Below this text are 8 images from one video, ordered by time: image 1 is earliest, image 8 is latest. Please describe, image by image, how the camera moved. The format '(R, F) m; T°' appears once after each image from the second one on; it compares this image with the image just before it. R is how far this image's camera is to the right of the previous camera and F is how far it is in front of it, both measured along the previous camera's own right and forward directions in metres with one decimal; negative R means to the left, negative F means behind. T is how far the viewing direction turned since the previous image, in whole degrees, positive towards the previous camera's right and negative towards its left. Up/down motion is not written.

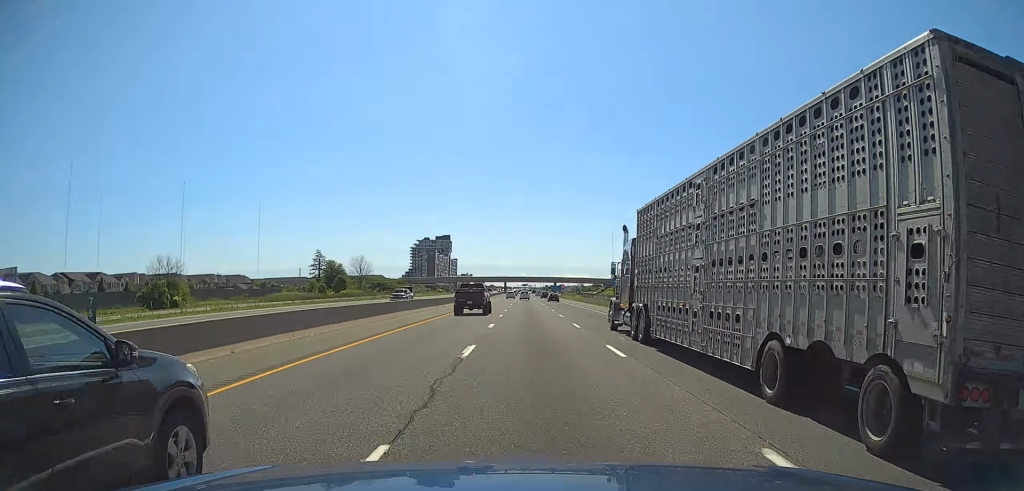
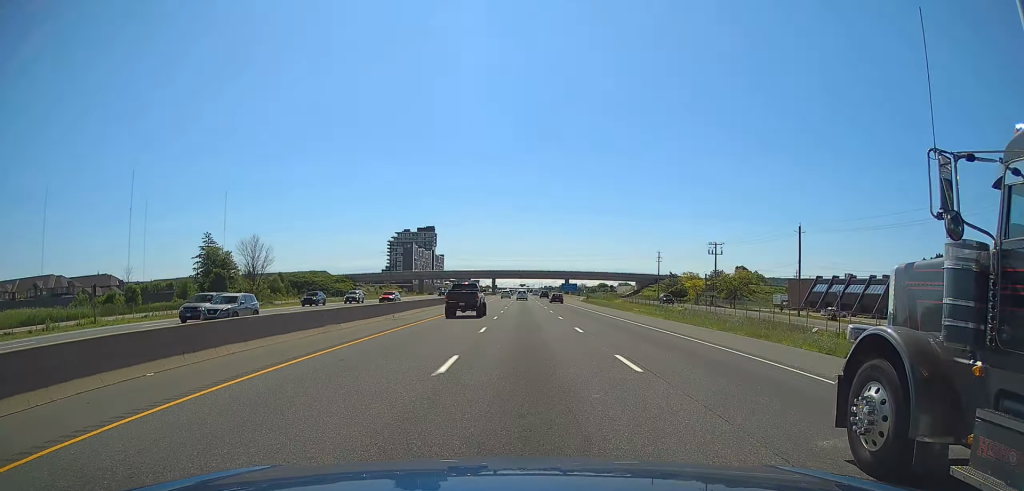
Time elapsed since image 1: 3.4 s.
(-0.2, +120.2) m; 0°
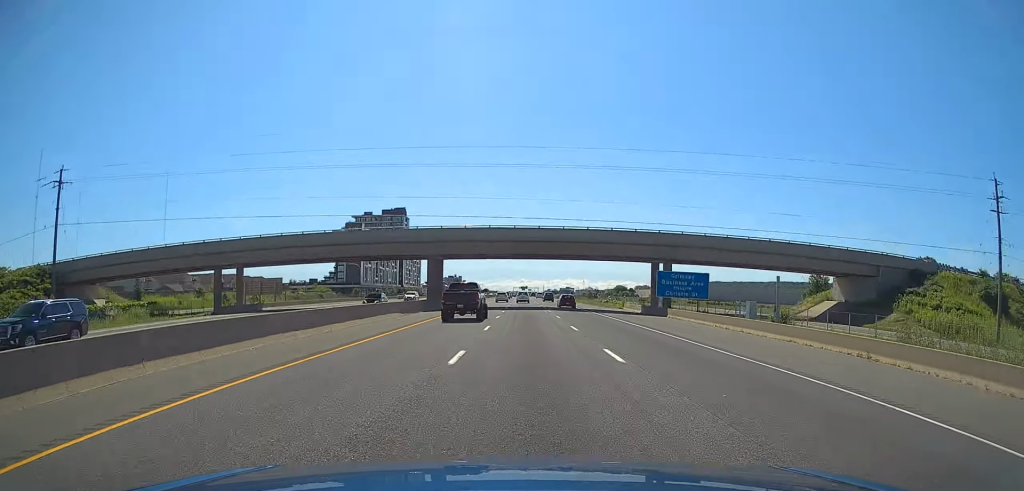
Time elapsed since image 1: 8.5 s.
(-0.1, +151.0) m; 0°
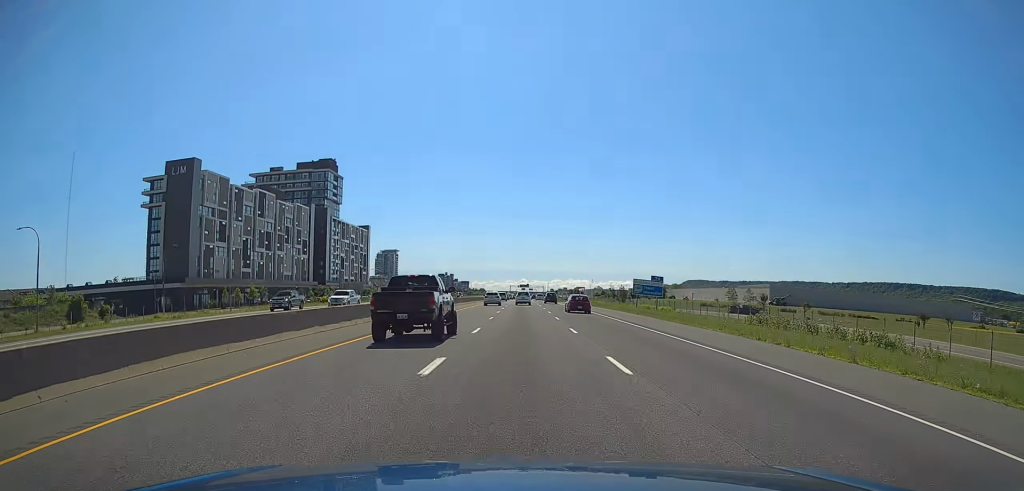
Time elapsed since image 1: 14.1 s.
(+0.1, +159.2) m; 0°
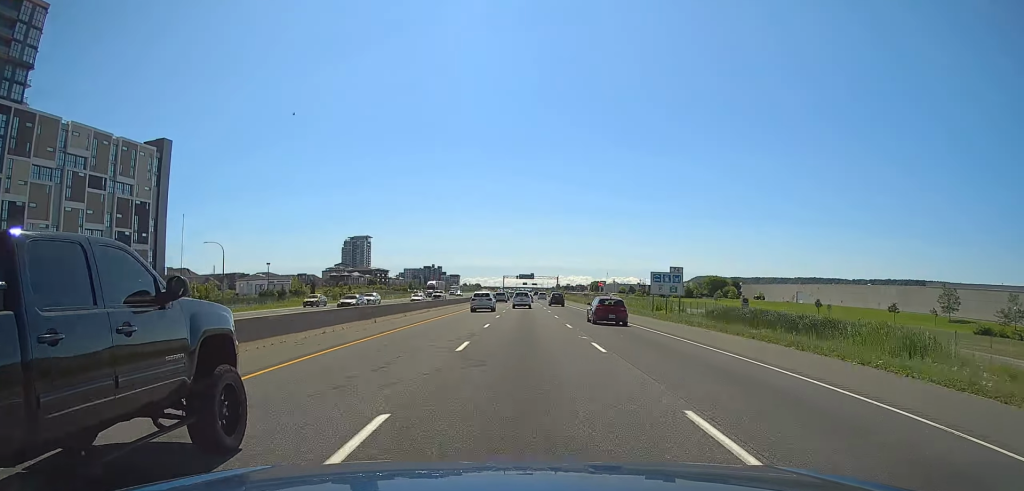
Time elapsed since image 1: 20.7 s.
(-1.1, +183.8) m; 0°
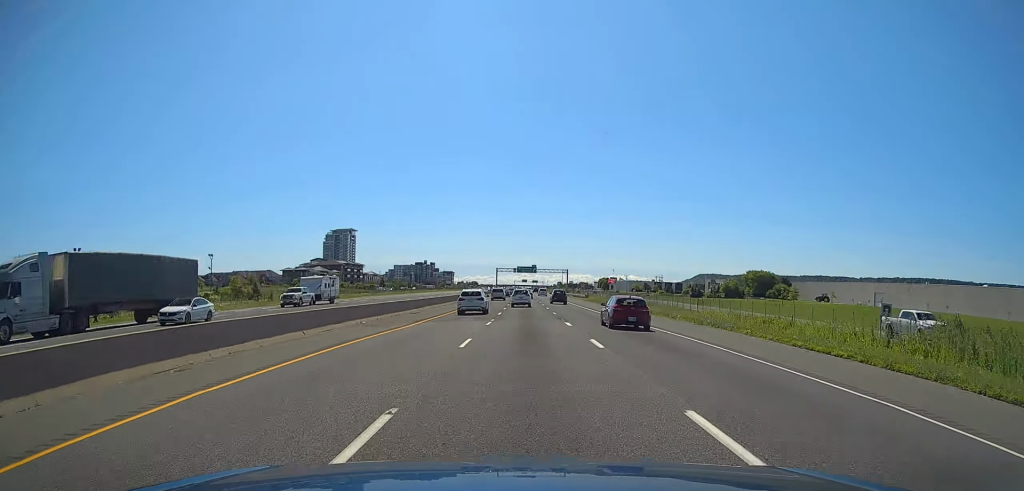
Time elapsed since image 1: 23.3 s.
(+0.2, +68.5) m; 0°
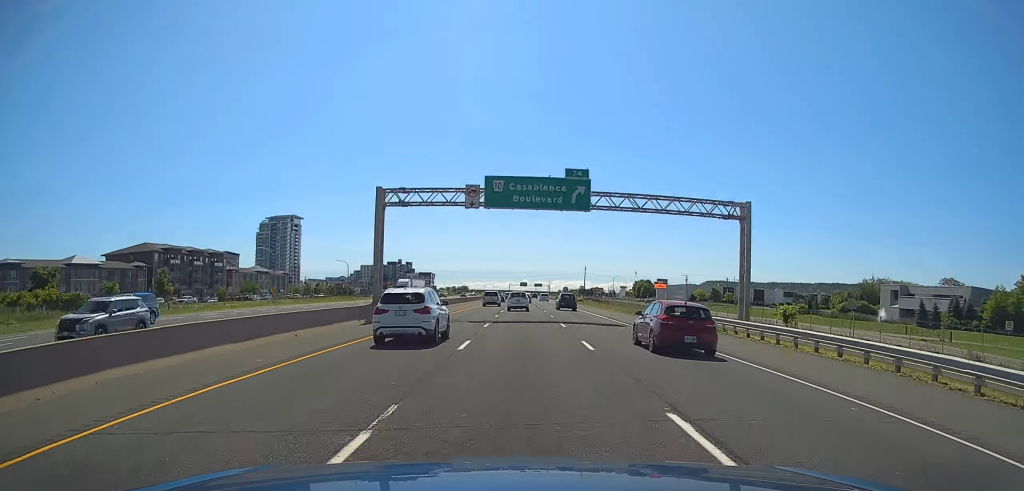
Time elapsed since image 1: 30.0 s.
(-0.4, +188.7) m; 0°
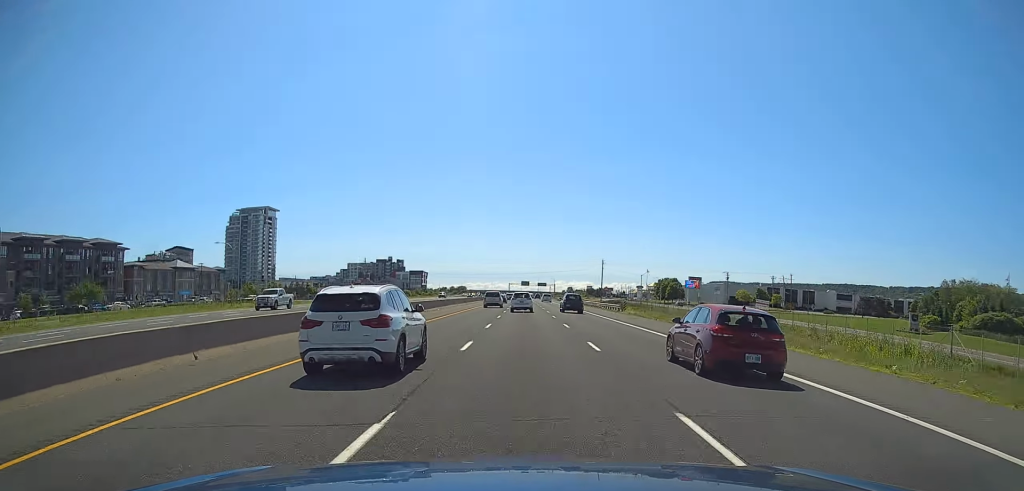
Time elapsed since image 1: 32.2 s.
(+0.1, +62.5) m; 0°
